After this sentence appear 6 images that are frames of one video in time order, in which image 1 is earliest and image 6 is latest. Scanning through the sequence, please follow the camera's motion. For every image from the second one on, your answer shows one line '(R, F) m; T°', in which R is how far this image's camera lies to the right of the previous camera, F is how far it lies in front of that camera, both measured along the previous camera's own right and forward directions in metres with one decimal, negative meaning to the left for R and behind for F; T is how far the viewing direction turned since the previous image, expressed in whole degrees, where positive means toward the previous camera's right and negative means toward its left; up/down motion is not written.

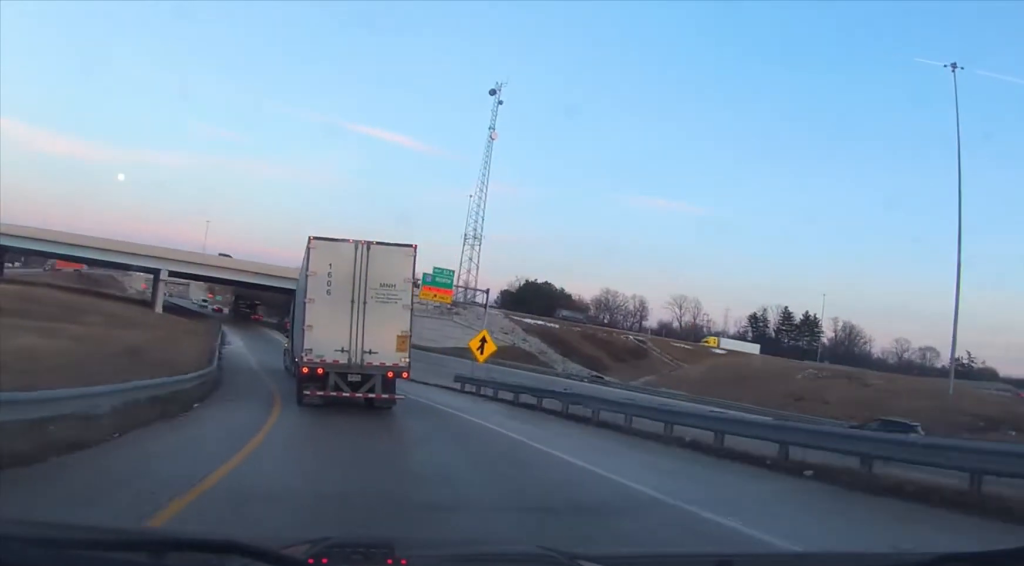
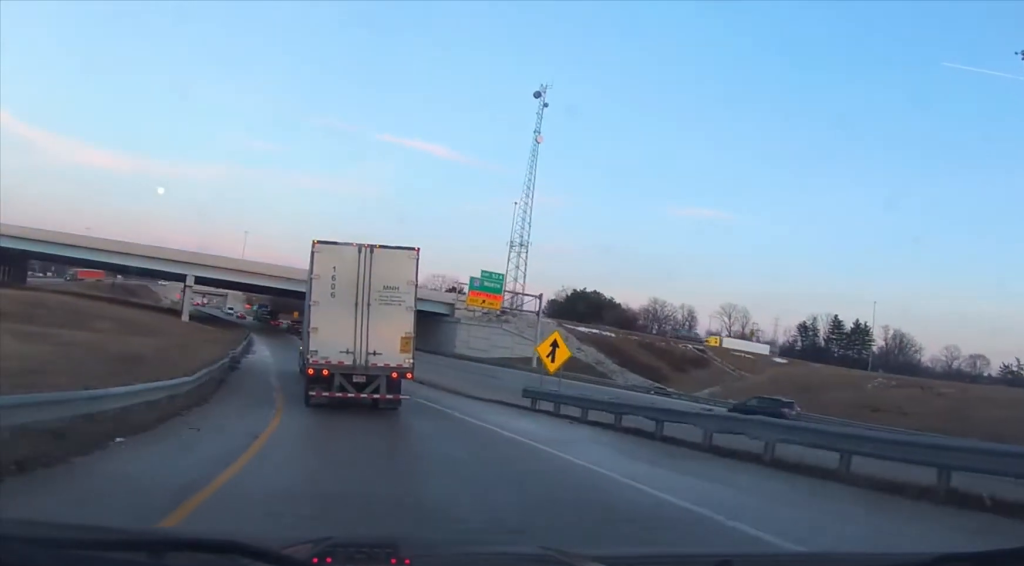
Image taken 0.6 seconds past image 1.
(-0.1, +6.8) m; -1°
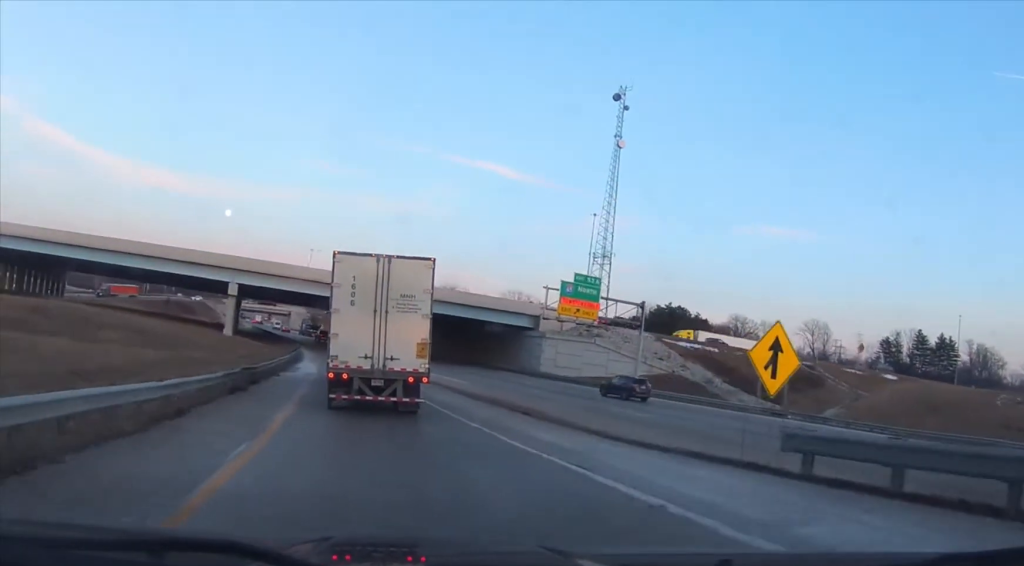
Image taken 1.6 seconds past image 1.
(+0.2, +12.0) m; -1°
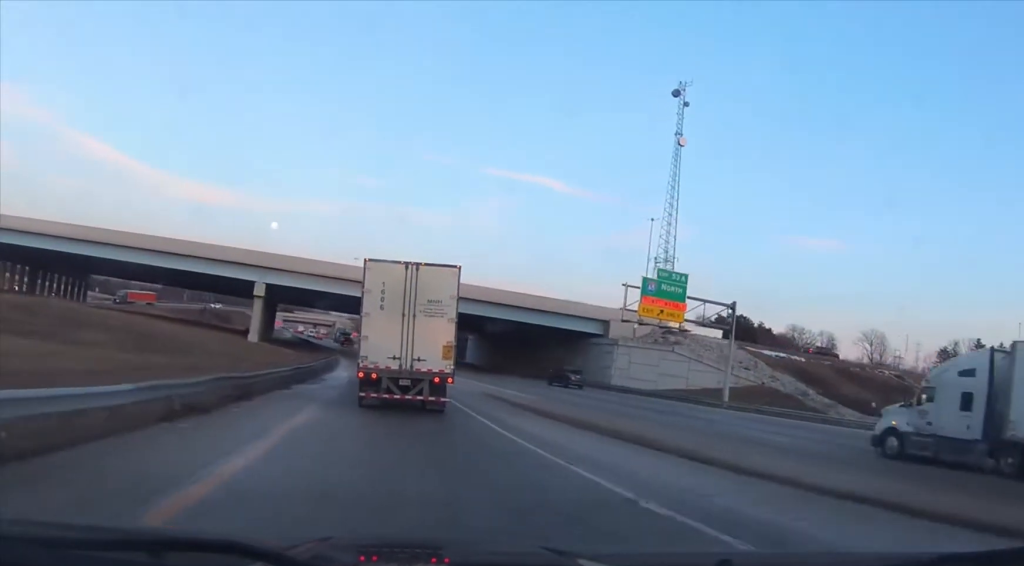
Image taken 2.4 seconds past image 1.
(-0.1, +9.6) m; -4°
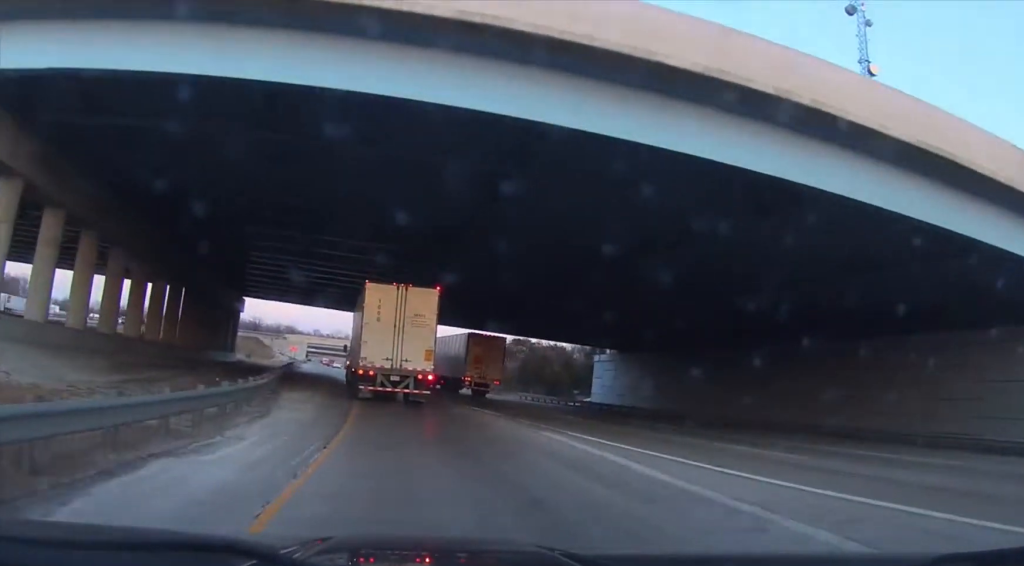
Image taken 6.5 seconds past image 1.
(-6.1, +54.5) m; -11°
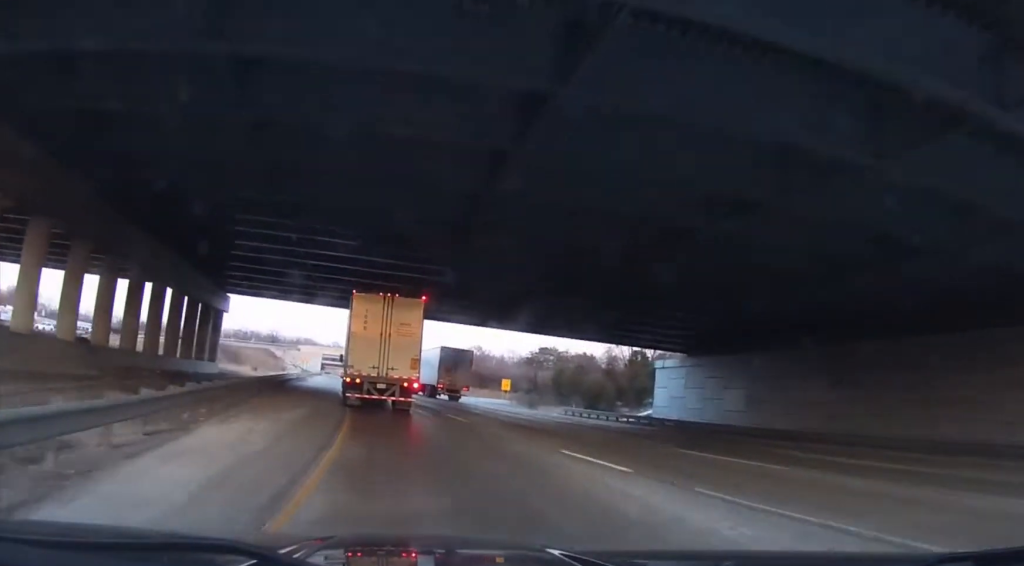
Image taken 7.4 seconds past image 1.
(0.0, +12.1) m; 0°
